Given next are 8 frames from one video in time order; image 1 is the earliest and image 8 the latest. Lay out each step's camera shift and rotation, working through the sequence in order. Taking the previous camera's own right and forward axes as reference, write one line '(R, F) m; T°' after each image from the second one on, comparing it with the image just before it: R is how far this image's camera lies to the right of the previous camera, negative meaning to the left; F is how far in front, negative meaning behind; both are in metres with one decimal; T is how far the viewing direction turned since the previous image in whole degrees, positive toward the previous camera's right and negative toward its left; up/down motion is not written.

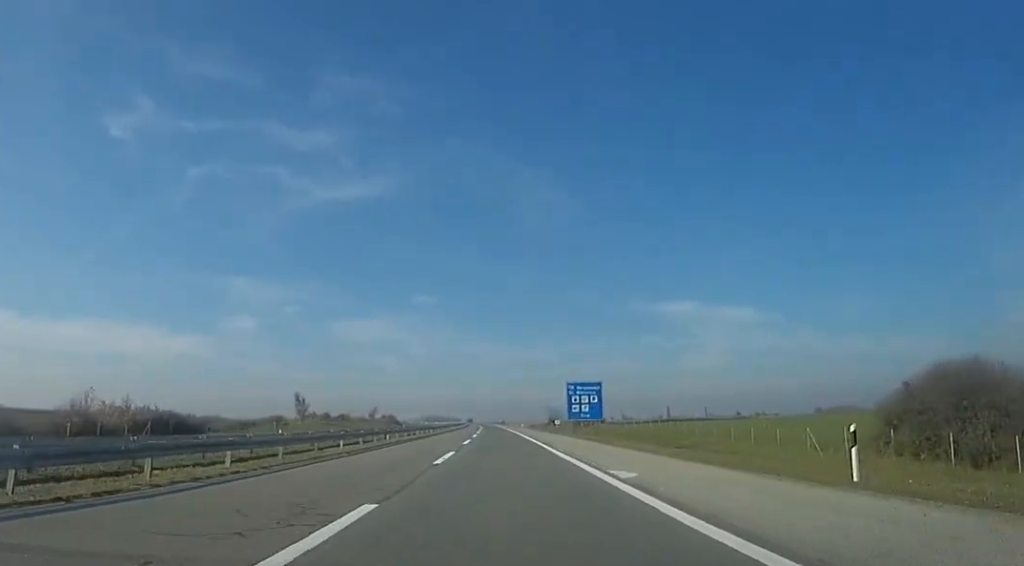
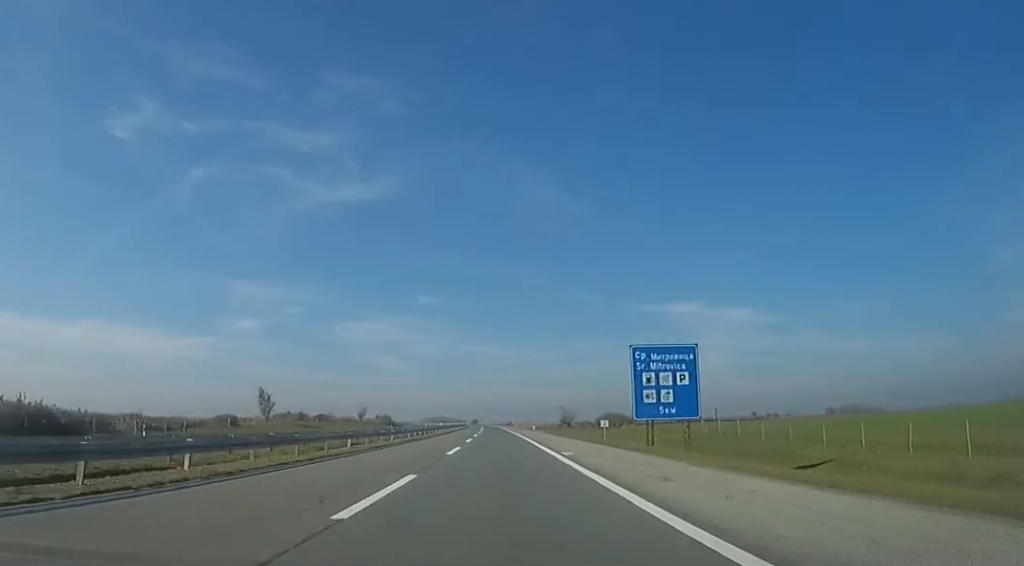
(-0.6, +26.1) m; -1°
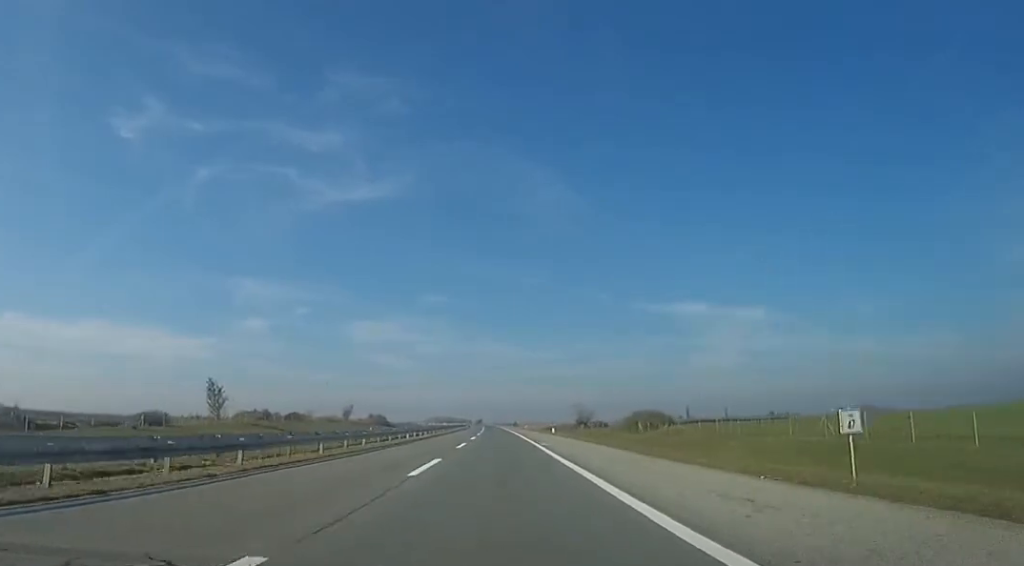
(+0.1, +24.9) m; 0°
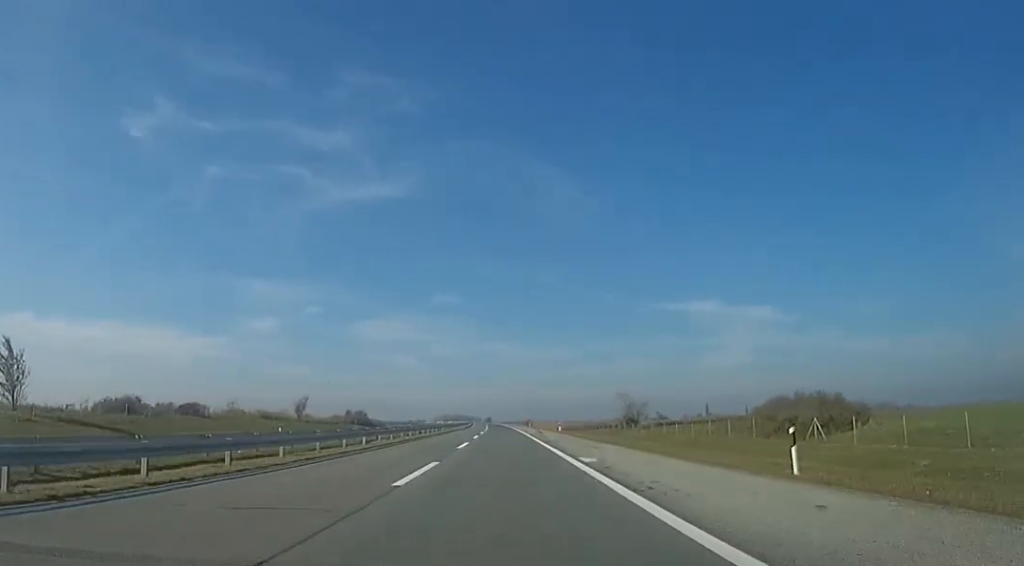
(-0.3, +47.1) m; -1°
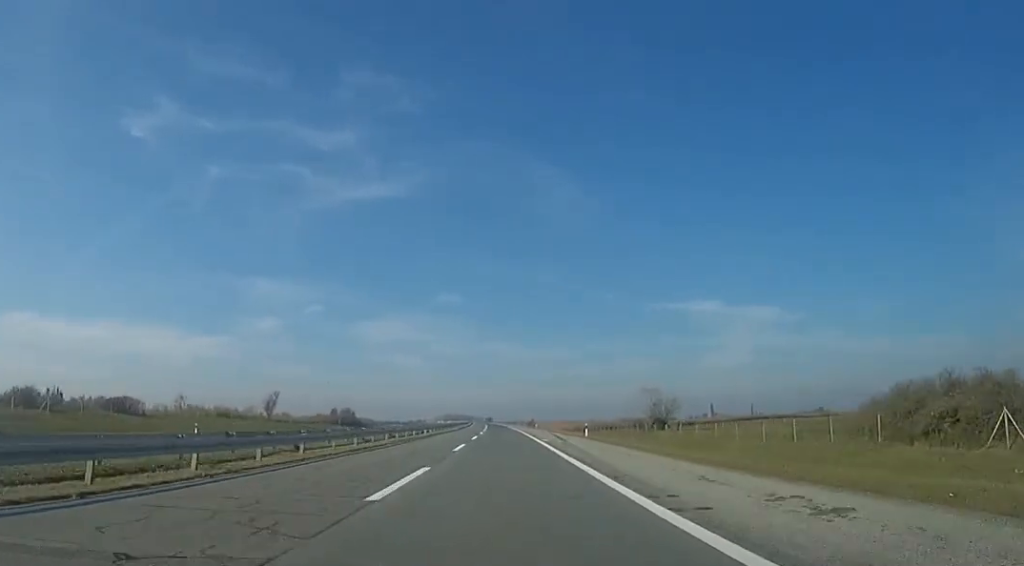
(0.0, +17.8) m; 0°
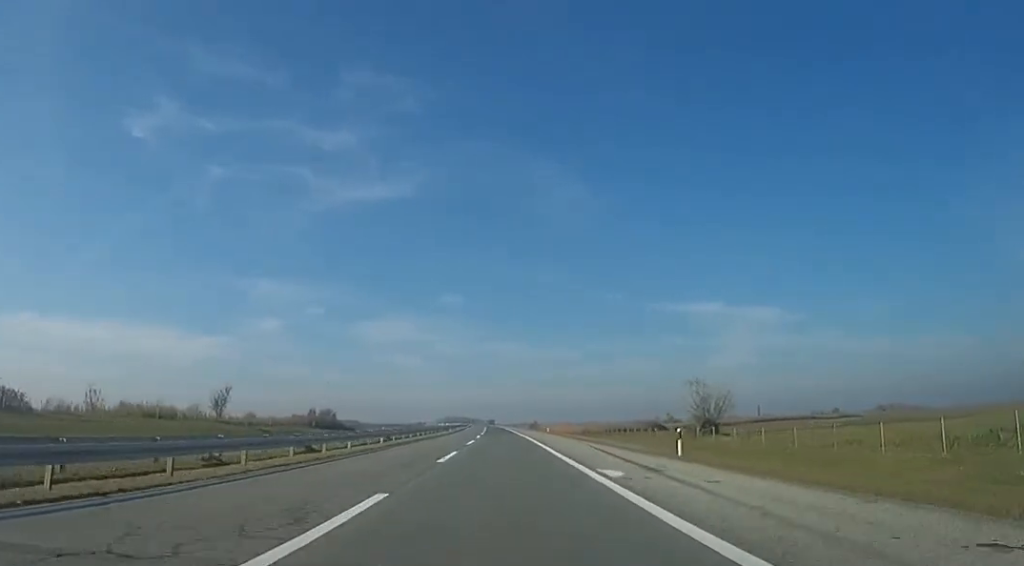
(0.0, +21.0) m; 0°
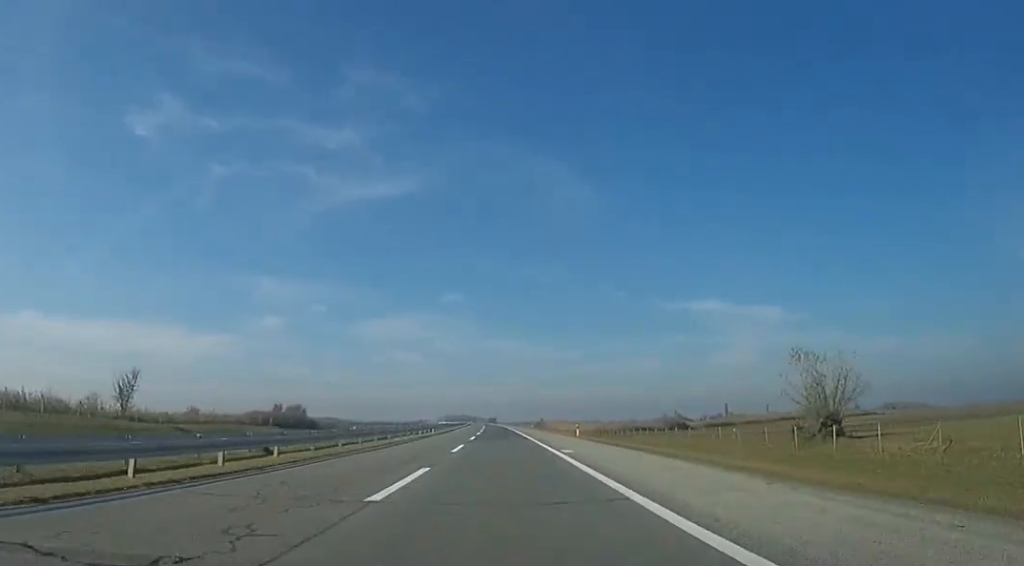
(0.0, +25.4) m; 0°
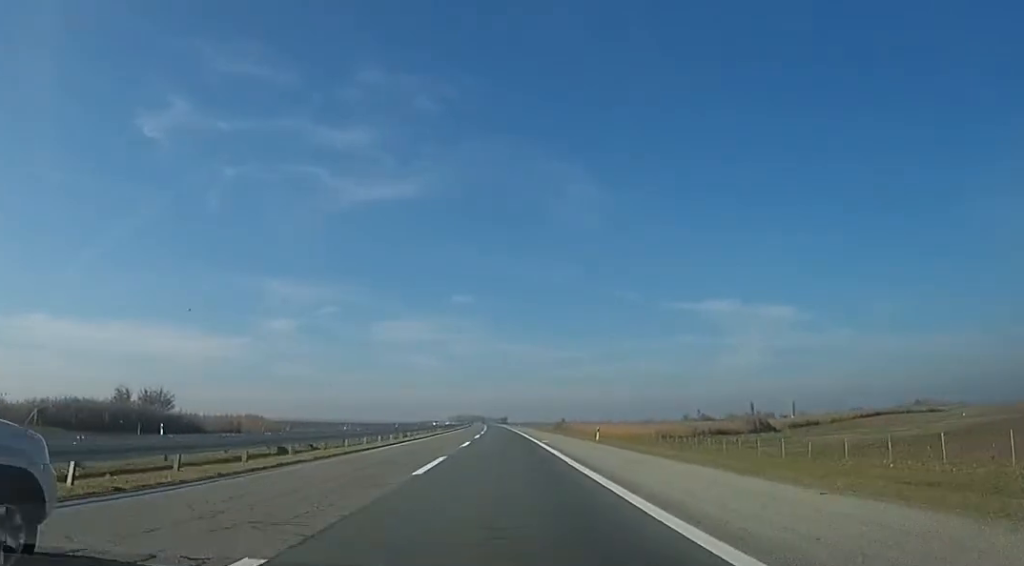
(0.0, +58.1) m; 0°
